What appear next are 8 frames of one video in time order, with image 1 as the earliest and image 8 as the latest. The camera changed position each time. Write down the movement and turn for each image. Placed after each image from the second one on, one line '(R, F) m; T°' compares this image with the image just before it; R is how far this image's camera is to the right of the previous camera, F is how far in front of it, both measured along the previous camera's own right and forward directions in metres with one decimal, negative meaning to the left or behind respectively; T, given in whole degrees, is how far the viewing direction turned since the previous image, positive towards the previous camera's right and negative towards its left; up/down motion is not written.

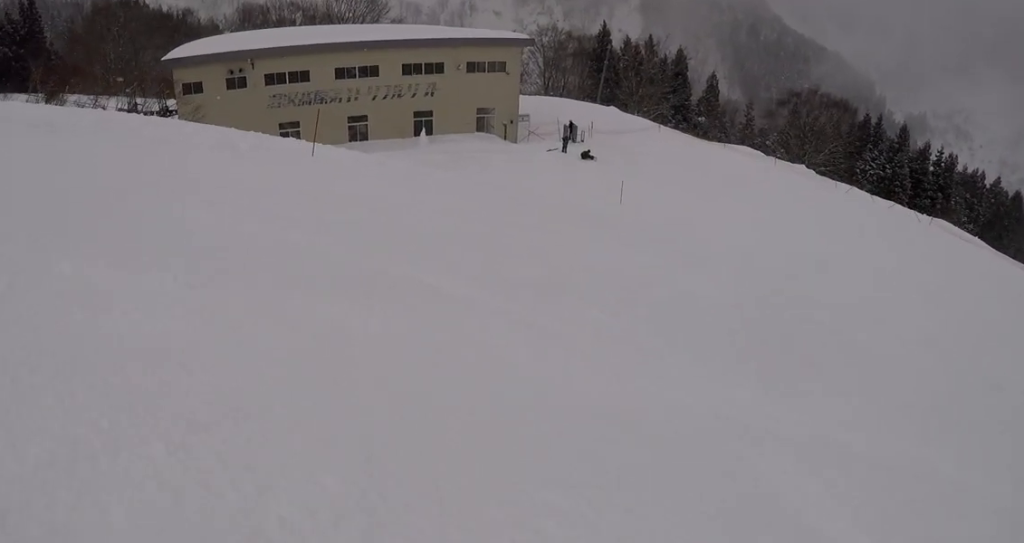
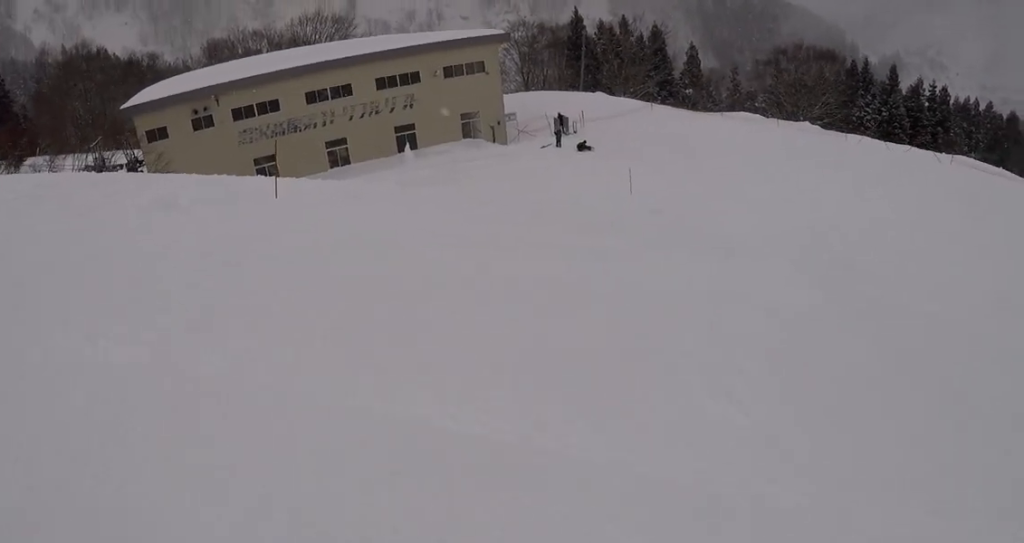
(+0.1, +3.3) m; +10°
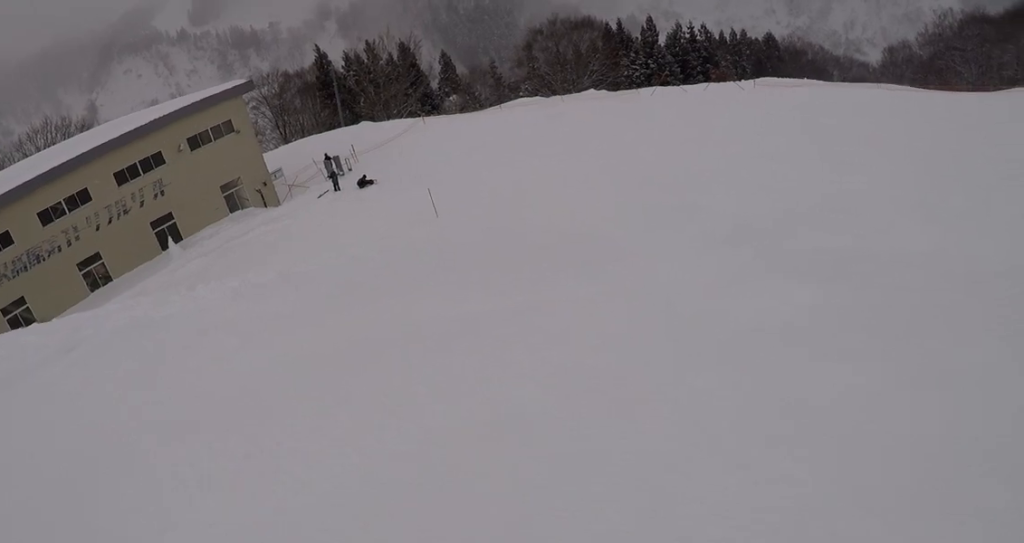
(+0.8, +4.8) m; +14°
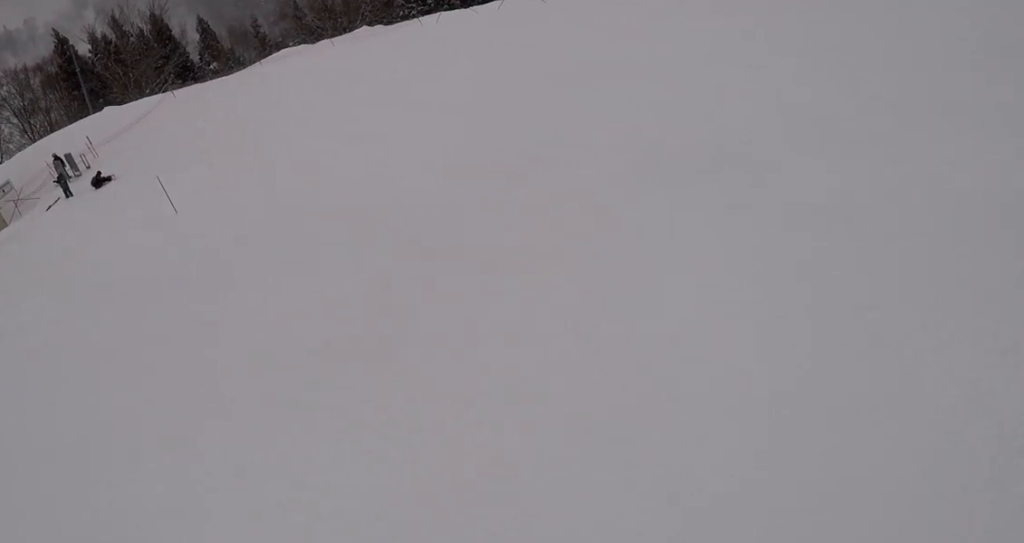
(+0.9, +6.0) m; +5°
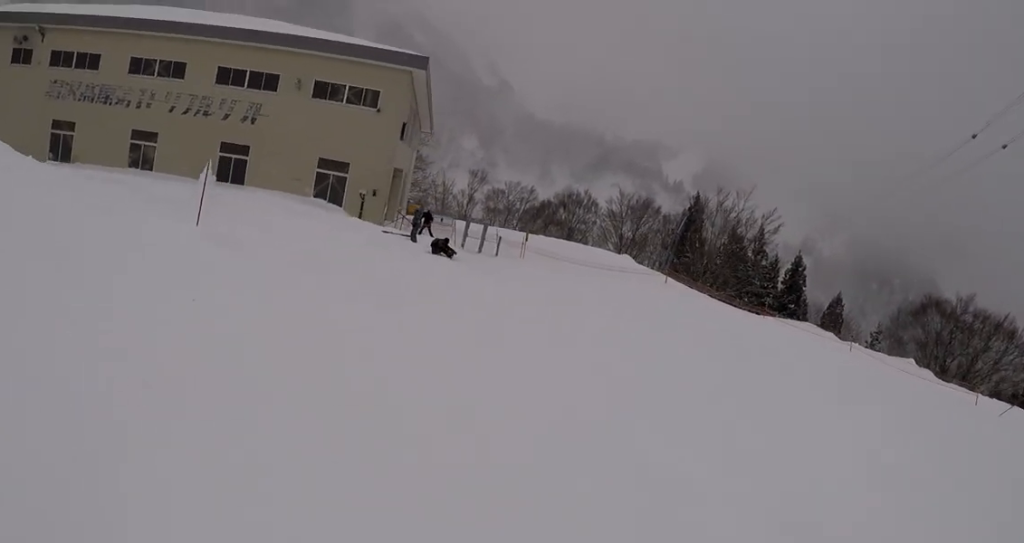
(-4.4, +11.8) m; -45°
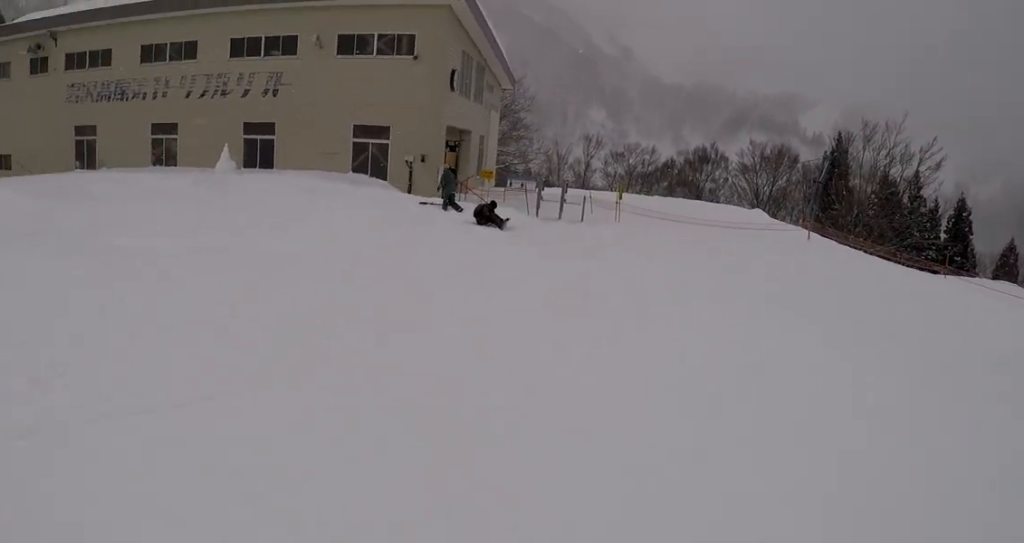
(-0.6, +5.6) m; -7°
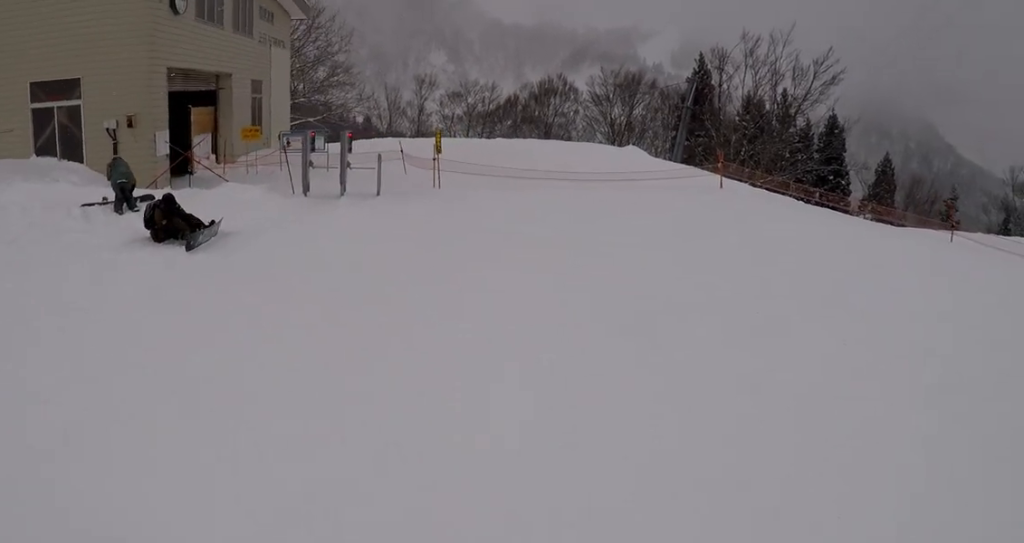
(-0.1, +8.1) m; -3°
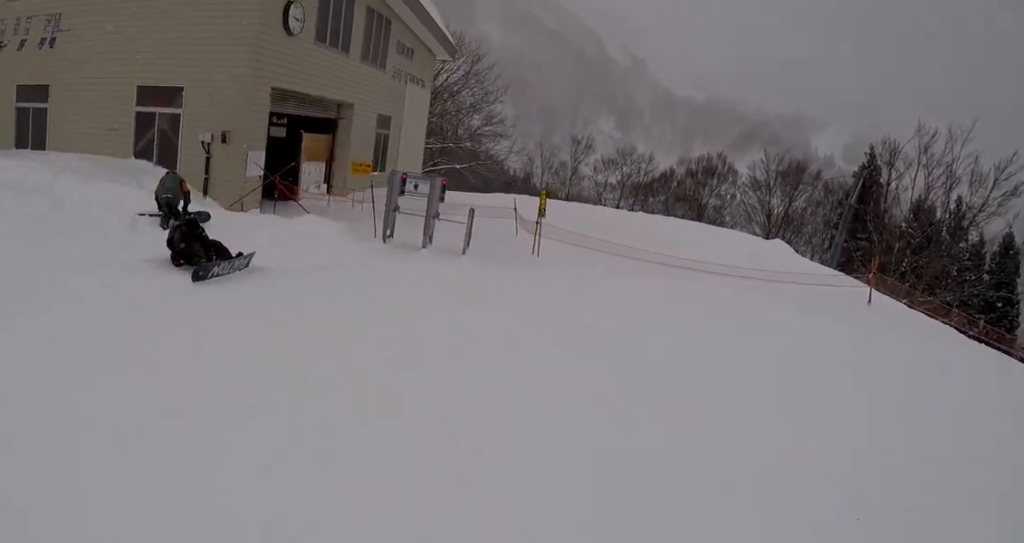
(+0.1, +2.0) m; -4°
